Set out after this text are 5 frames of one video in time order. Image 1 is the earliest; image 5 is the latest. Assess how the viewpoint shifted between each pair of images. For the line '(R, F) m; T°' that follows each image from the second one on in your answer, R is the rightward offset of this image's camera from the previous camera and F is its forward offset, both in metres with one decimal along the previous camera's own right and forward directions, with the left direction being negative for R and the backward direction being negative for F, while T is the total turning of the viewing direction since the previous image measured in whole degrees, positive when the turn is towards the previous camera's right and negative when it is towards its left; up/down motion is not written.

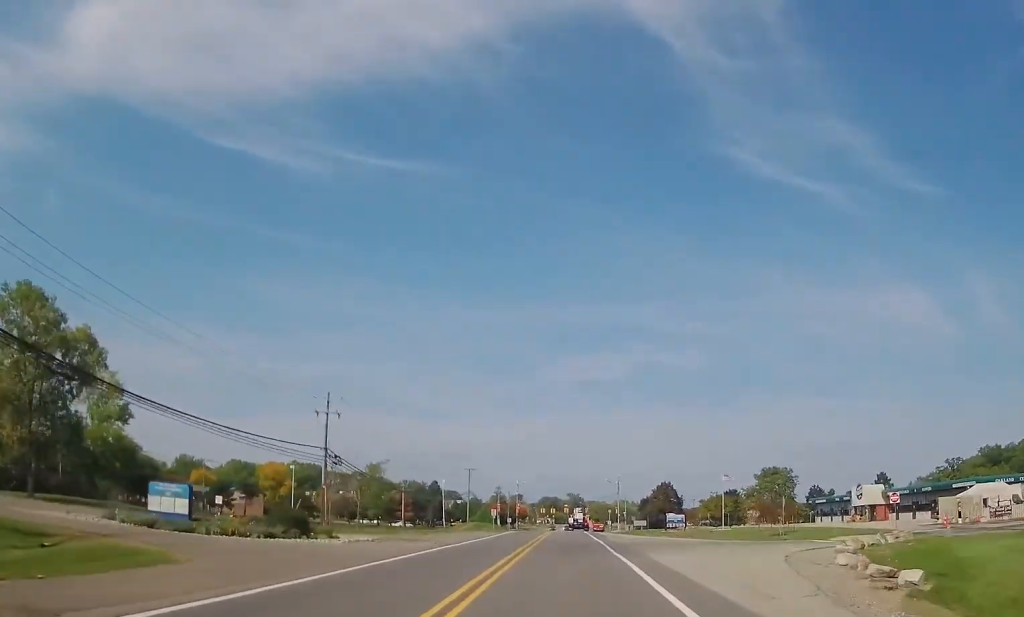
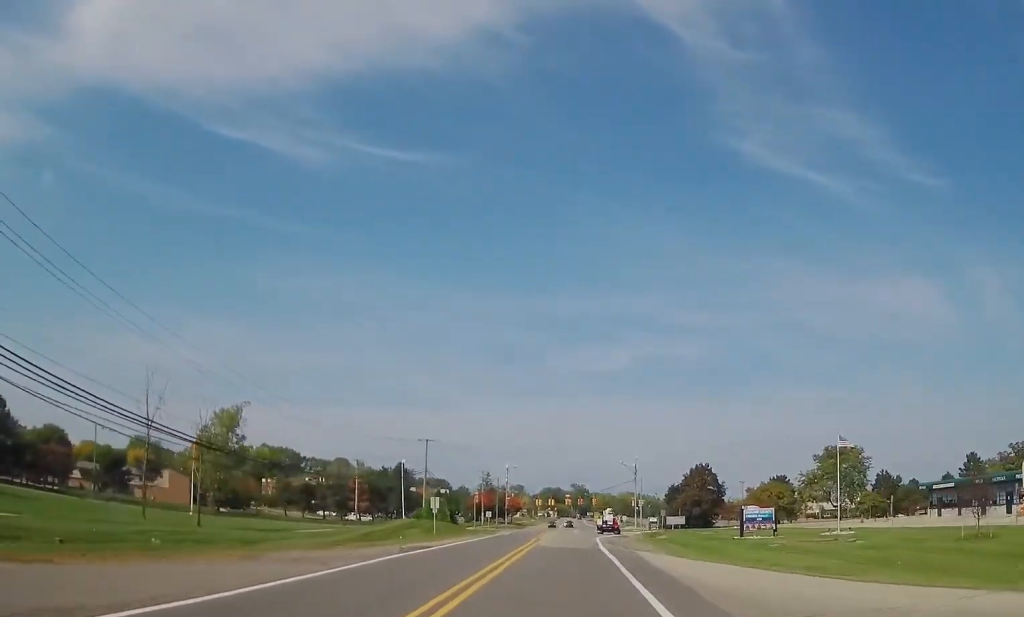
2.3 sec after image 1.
(-0.6, +39.4) m; -1°
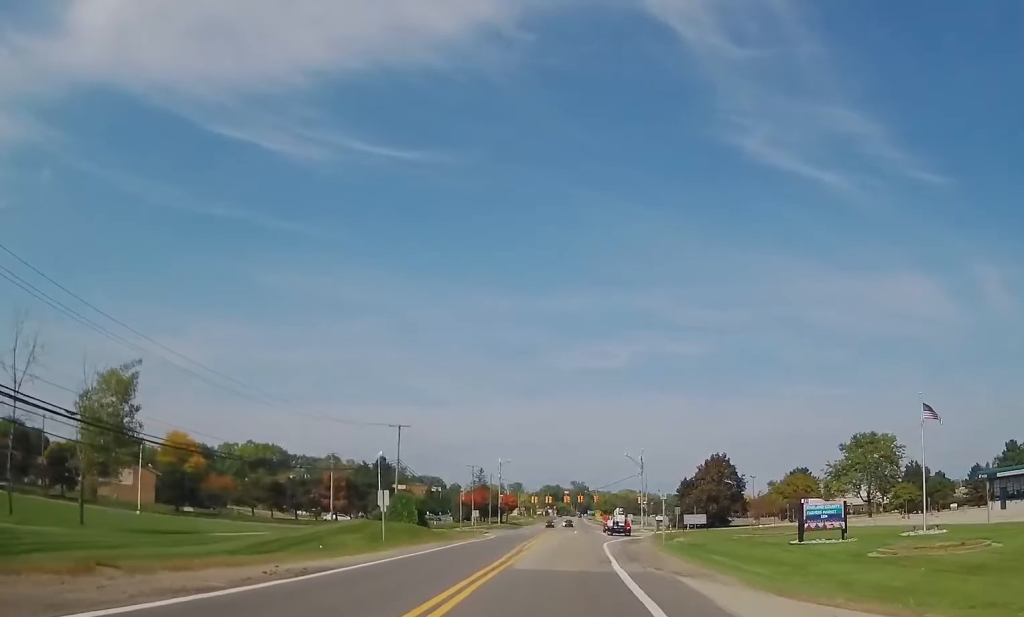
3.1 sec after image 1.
(0.0, +13.8) m; 0°
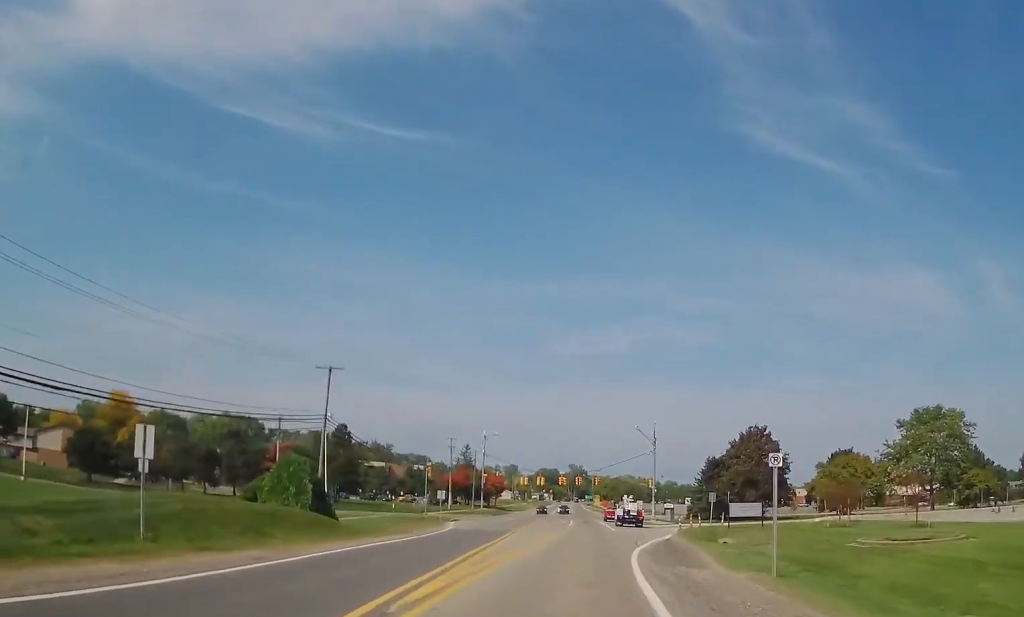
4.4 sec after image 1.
(0.0, +22.2) m; -2°
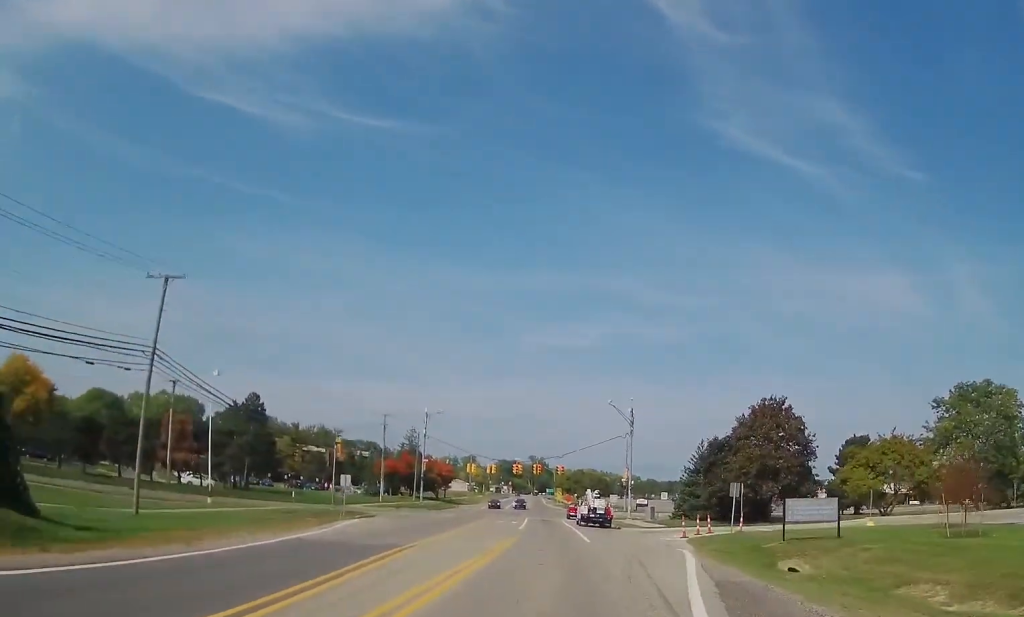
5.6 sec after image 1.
(-0.9, +20.0) m; 0°
